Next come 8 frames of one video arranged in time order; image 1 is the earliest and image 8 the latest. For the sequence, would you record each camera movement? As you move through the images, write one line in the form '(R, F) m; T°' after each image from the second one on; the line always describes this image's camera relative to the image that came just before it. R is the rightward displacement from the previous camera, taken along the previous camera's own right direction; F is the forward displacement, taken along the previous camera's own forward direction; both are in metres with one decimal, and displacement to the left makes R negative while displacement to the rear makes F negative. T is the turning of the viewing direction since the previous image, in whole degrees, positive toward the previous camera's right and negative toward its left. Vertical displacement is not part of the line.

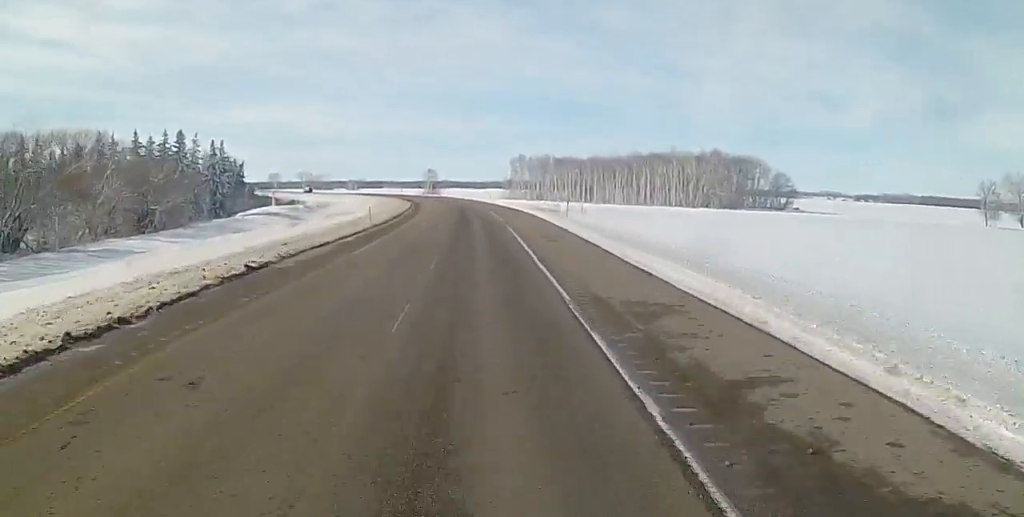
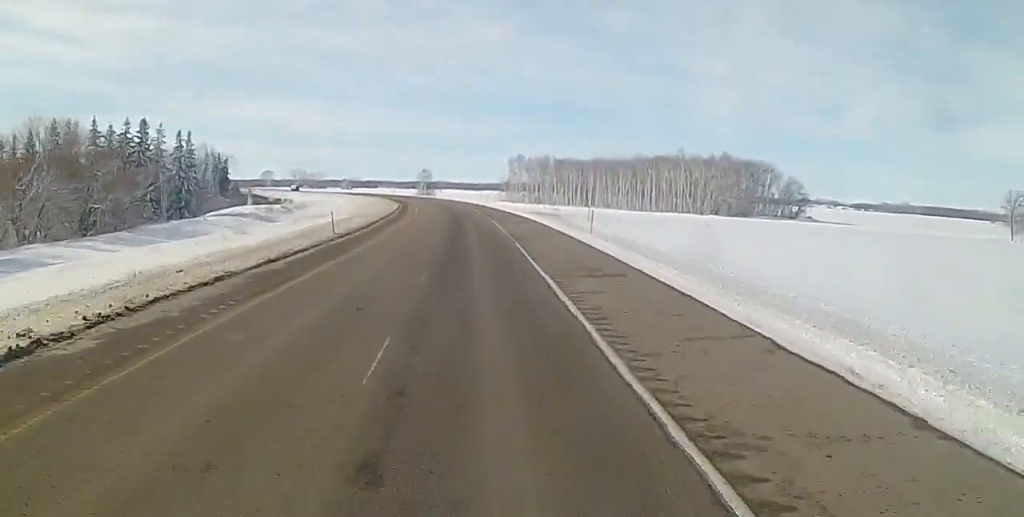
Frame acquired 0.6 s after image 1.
(+0.1, +16.4) m; 0°
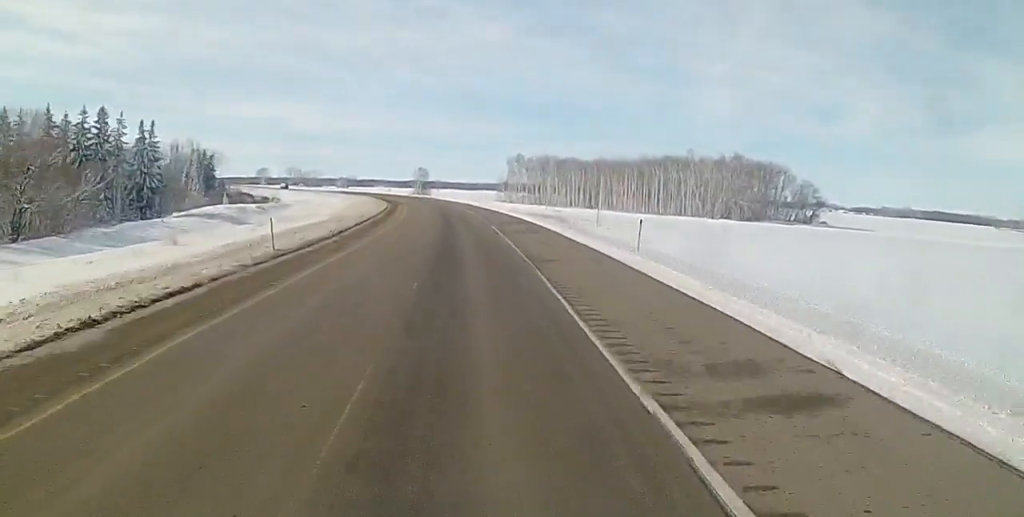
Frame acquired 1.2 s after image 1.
(+0.2, +15.5) m; 0°
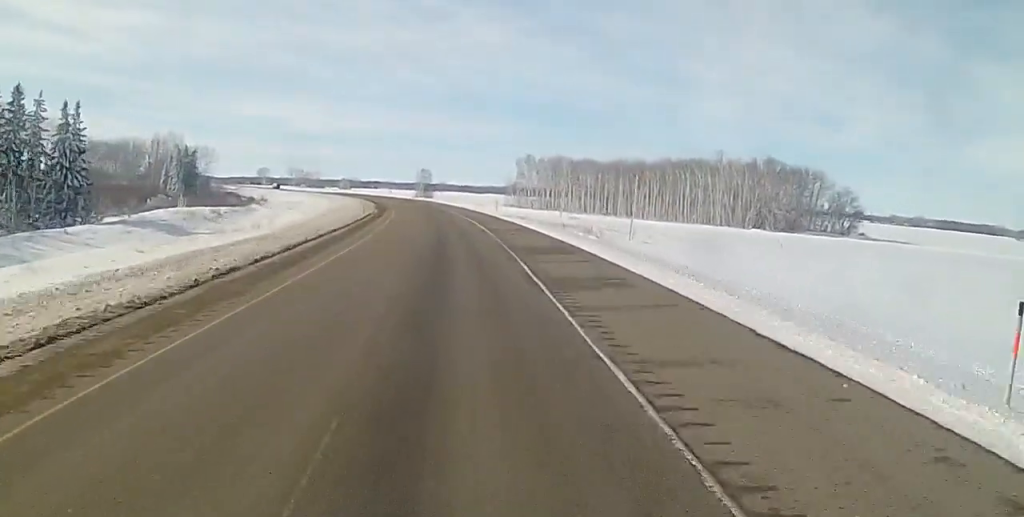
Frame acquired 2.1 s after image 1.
(-0.5, +26.3) m; -1°
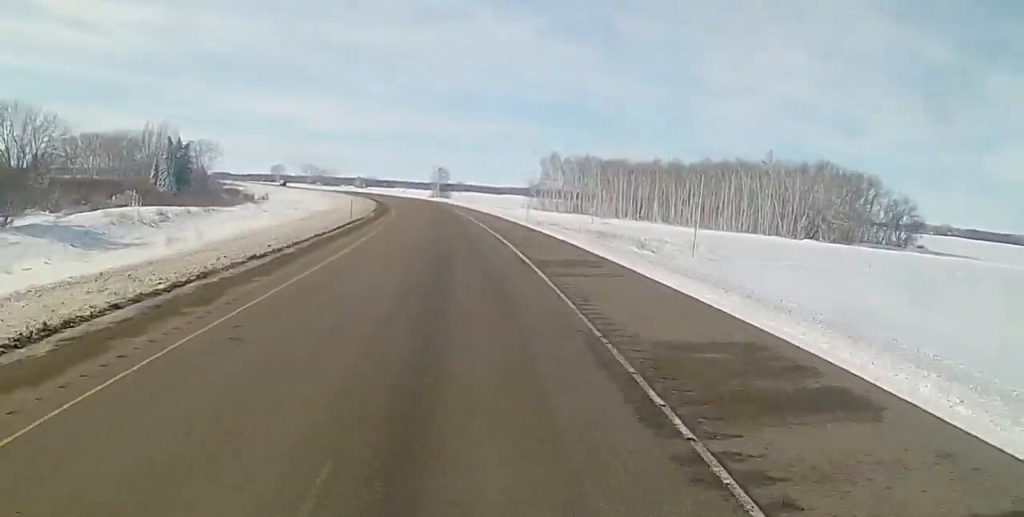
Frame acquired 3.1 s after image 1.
(0.0, +25.3) m; -1°
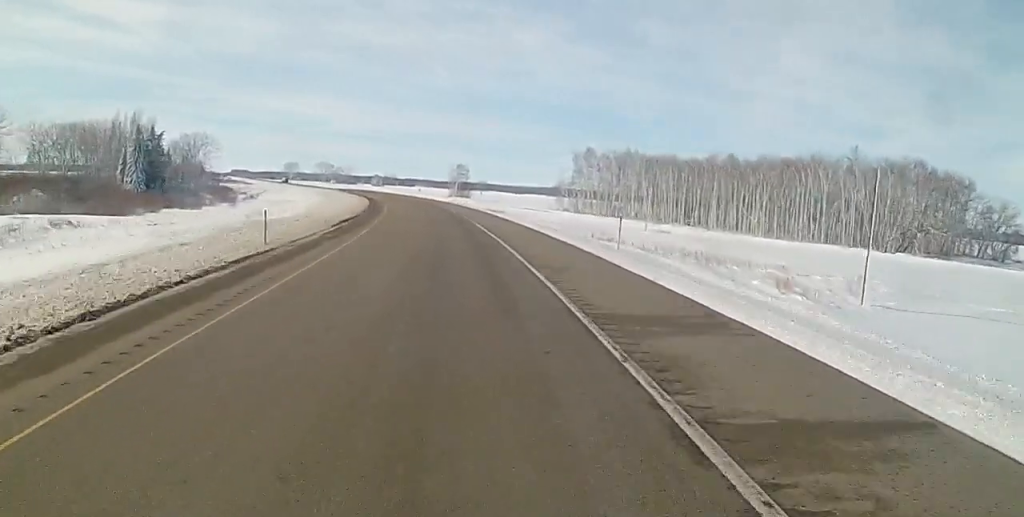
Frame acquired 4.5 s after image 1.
(-0.9, +39.1) m; -2°
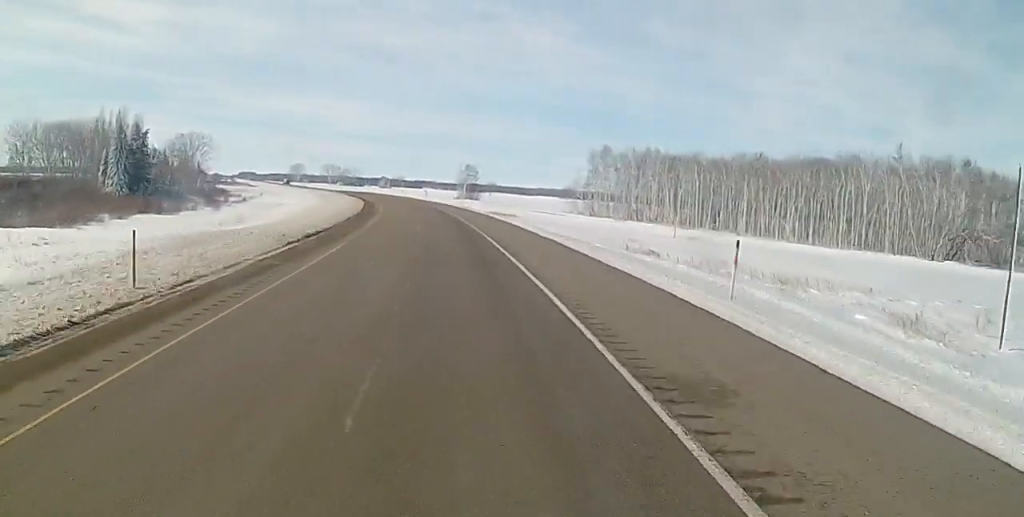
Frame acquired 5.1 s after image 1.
(0.0, +16.4) m; 0°
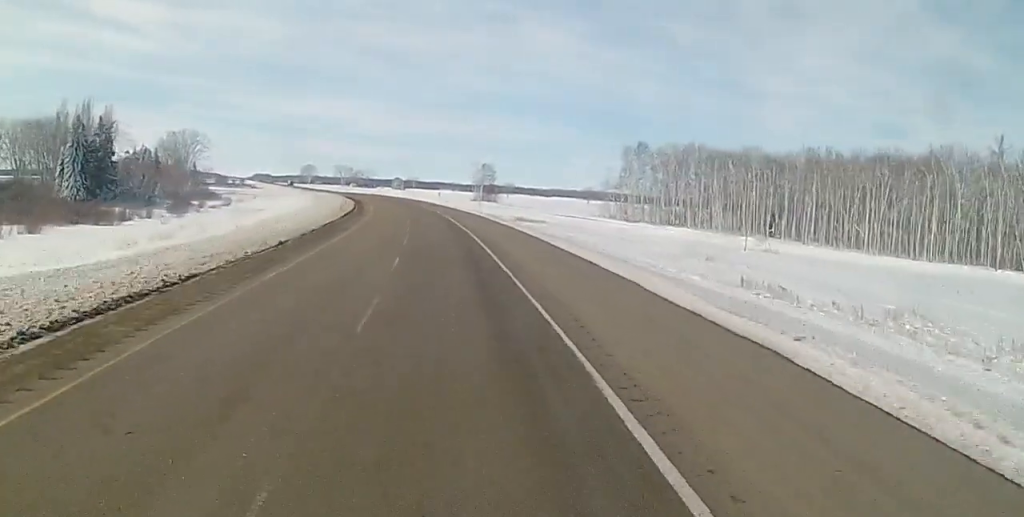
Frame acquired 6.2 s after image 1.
(-0.1, +30.0) m; -2°
